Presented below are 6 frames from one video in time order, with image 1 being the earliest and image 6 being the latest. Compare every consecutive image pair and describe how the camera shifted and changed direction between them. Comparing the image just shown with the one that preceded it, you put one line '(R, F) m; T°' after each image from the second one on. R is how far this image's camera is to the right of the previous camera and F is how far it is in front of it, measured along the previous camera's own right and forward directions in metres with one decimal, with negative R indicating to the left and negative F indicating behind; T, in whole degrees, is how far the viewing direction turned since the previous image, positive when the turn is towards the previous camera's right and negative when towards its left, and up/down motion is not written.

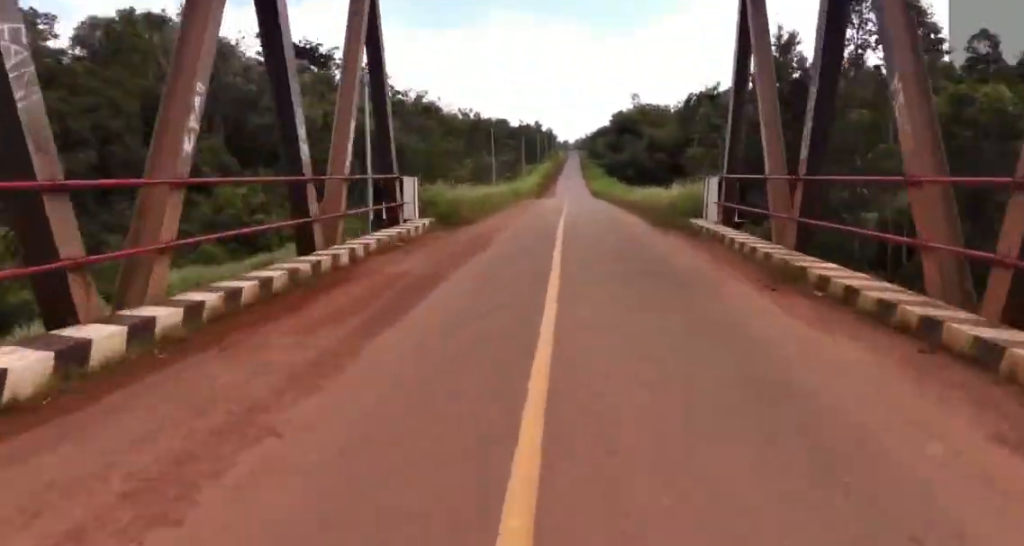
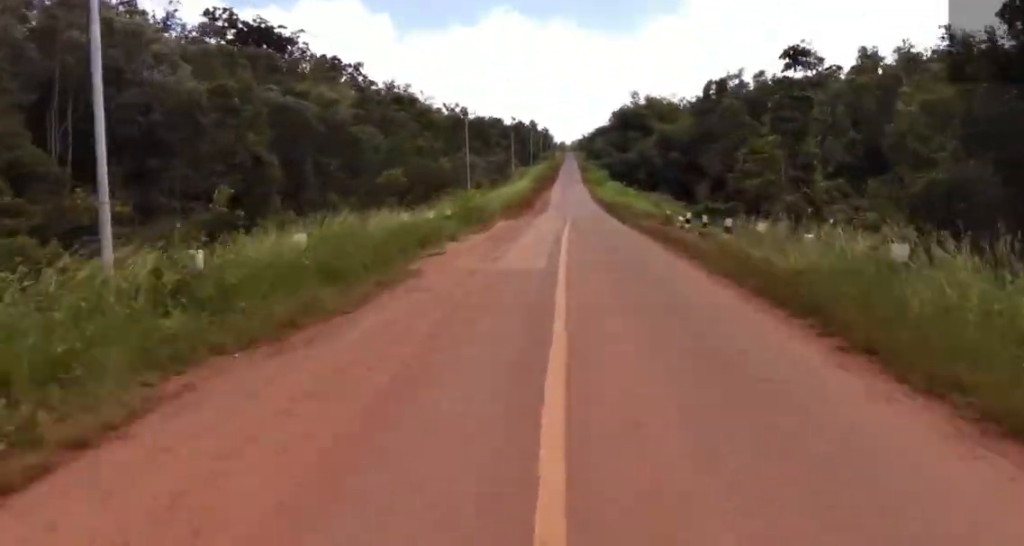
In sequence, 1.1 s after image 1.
(+0.6, +20.1) m; +2°
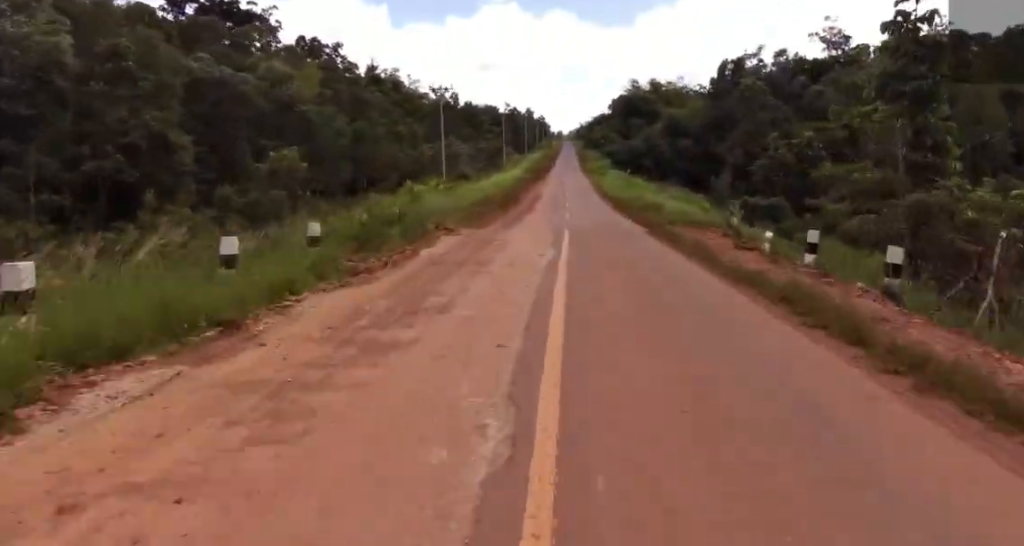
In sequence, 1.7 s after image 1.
(+0.1, +12.4) m; 0°
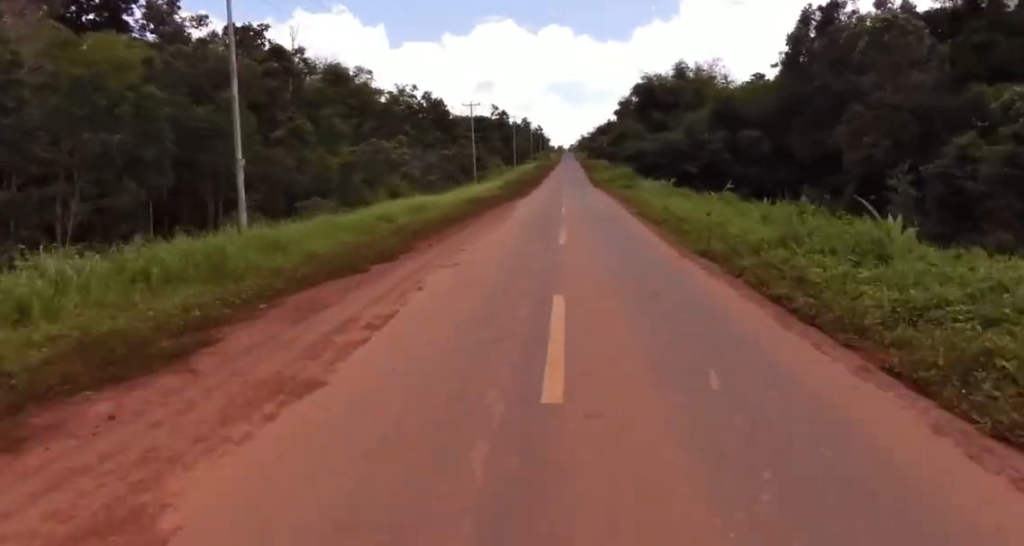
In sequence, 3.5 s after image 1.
(-0.3, +35.5) m; -4°
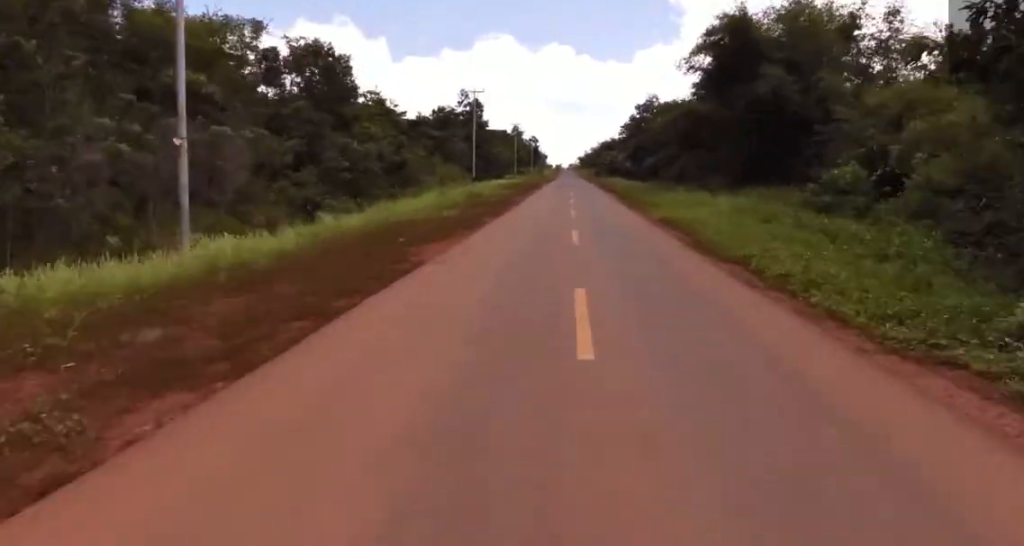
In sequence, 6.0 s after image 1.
(+0.3, +57.2) m; +2°
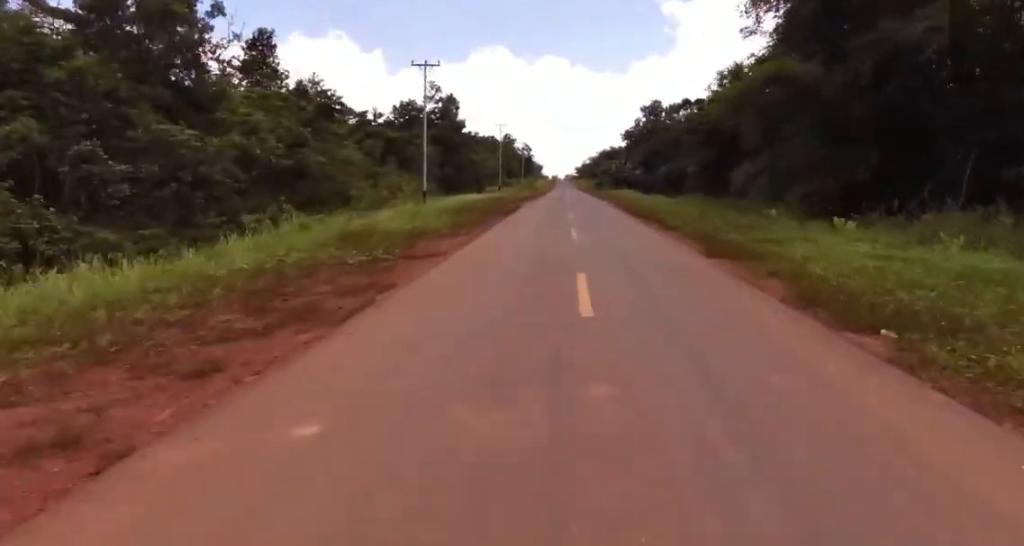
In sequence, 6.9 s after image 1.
(+0.3, +22.9) m; 0°
